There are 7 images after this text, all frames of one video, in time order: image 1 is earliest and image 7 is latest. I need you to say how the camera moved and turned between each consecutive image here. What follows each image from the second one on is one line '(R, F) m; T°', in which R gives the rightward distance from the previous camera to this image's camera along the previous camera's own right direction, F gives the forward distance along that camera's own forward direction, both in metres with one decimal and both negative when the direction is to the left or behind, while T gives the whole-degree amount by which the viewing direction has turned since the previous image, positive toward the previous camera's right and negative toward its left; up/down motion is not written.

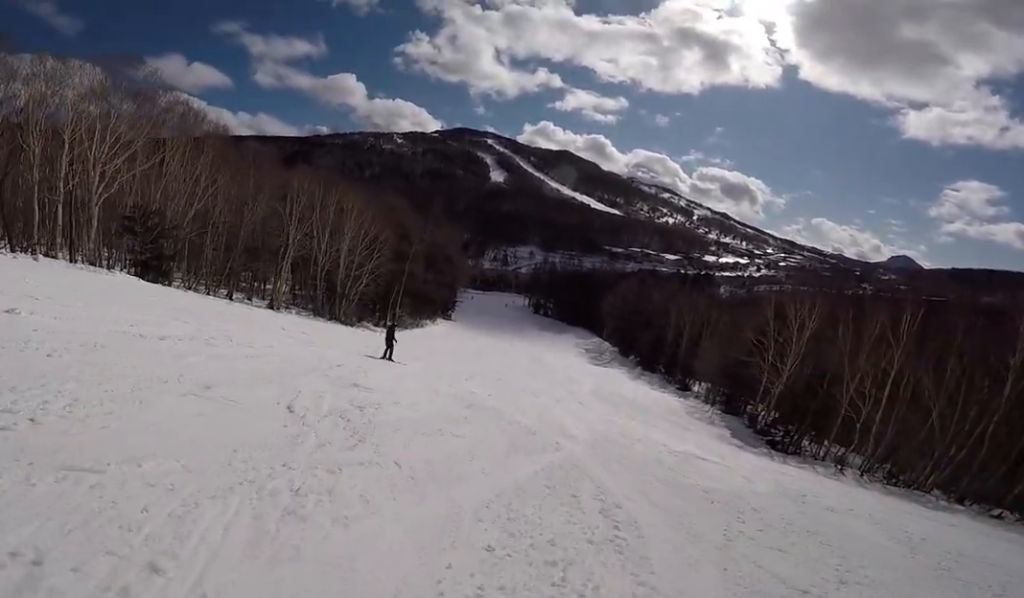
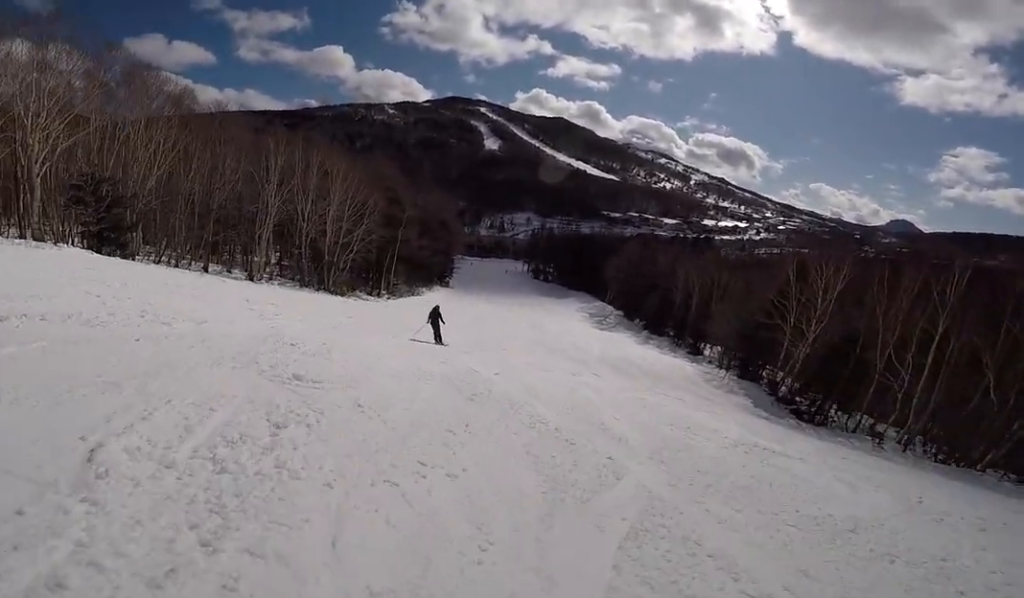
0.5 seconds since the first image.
(0.0, +3.1) m; -8°
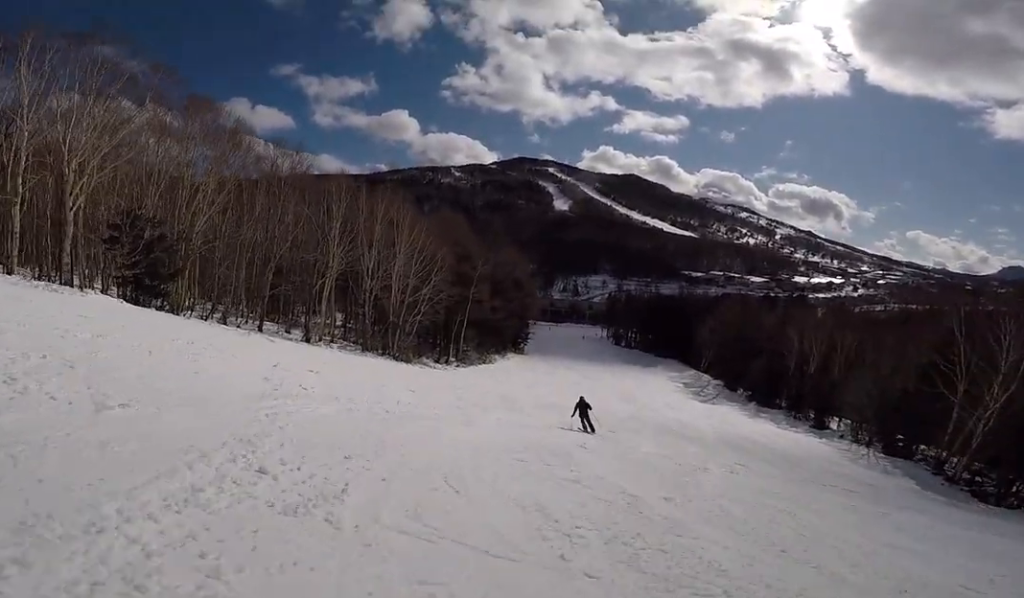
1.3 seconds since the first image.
(-0.1, +4.8) m; -10°
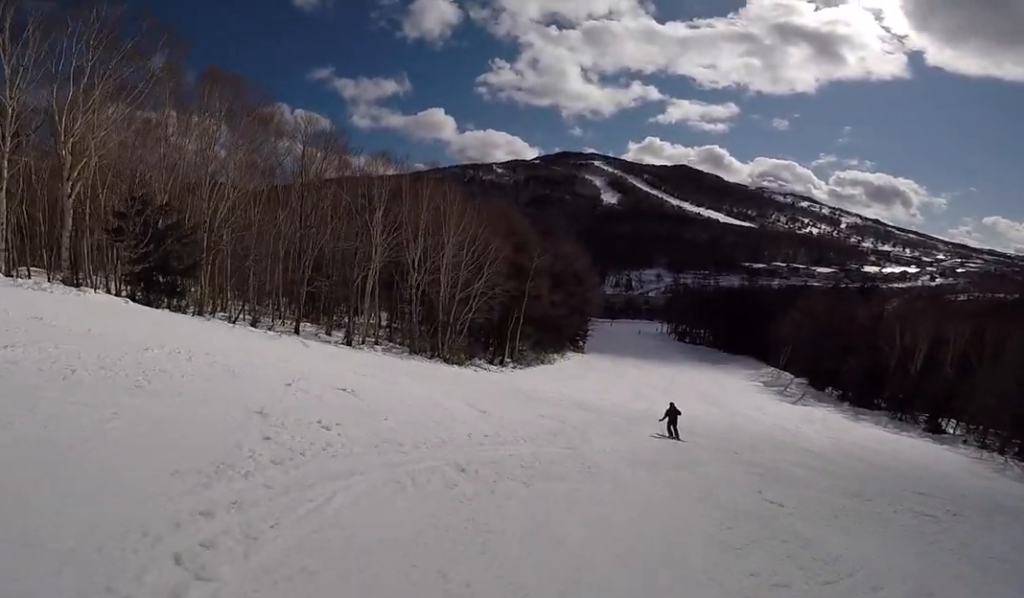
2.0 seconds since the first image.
(-1.3, +4.2) m; 0°
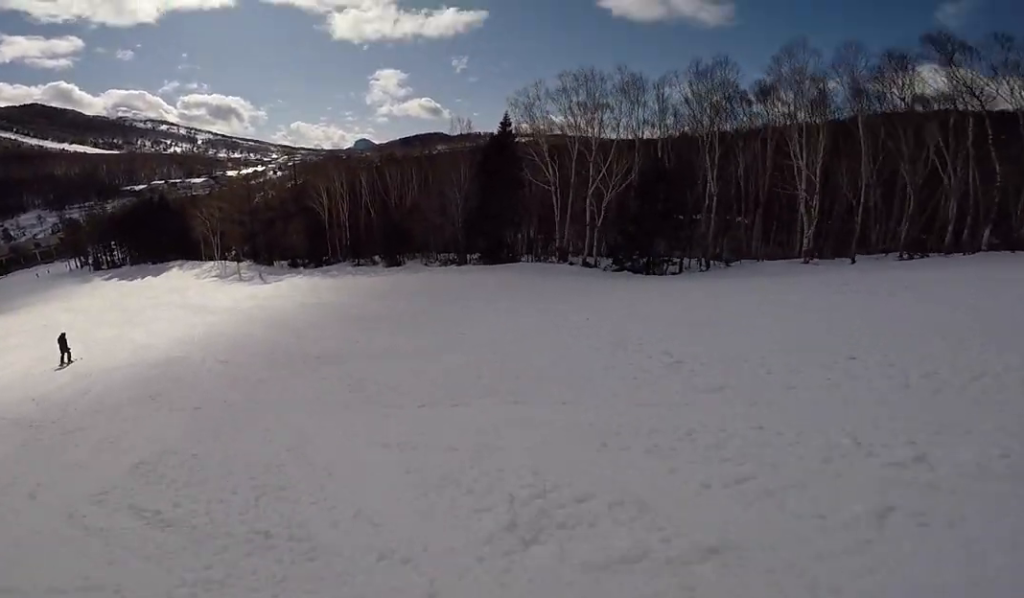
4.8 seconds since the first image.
(+8.6, +16.1) m; +52°
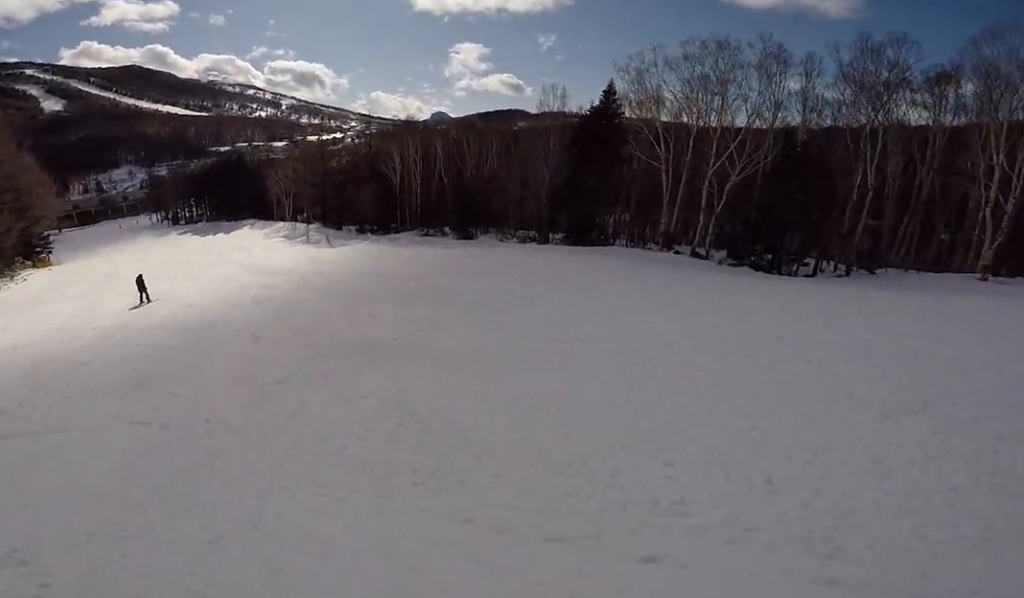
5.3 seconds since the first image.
(+0.3, +3.6) m; 0°
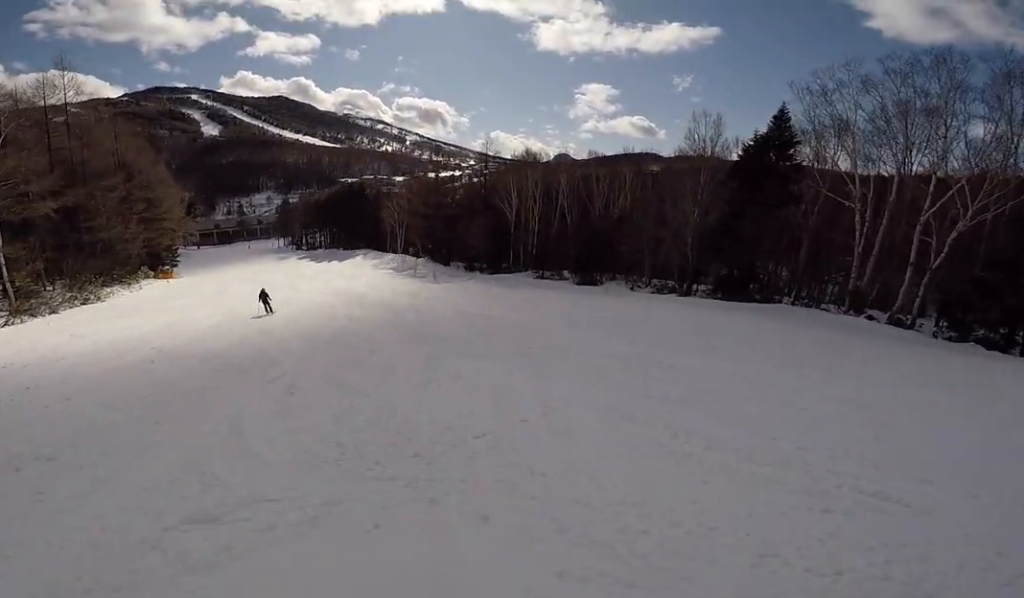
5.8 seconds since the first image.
(+0.1, +4.3) m; -9°
